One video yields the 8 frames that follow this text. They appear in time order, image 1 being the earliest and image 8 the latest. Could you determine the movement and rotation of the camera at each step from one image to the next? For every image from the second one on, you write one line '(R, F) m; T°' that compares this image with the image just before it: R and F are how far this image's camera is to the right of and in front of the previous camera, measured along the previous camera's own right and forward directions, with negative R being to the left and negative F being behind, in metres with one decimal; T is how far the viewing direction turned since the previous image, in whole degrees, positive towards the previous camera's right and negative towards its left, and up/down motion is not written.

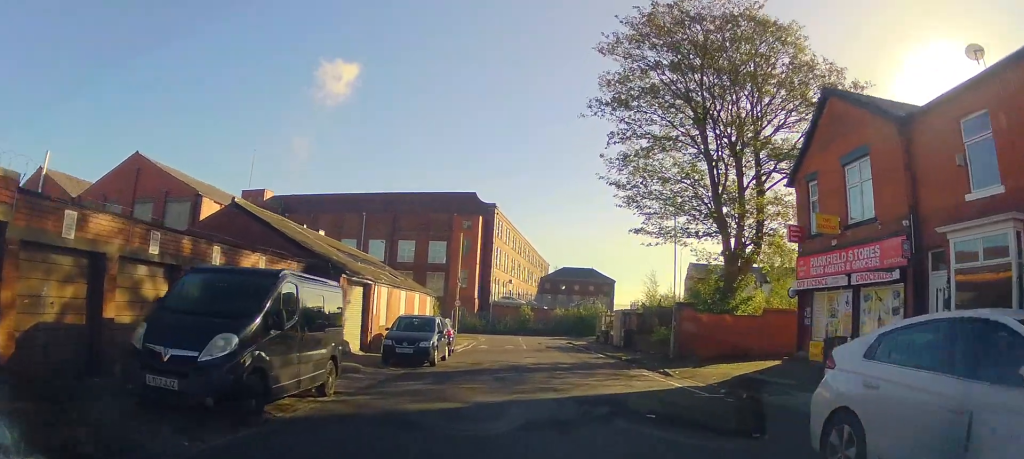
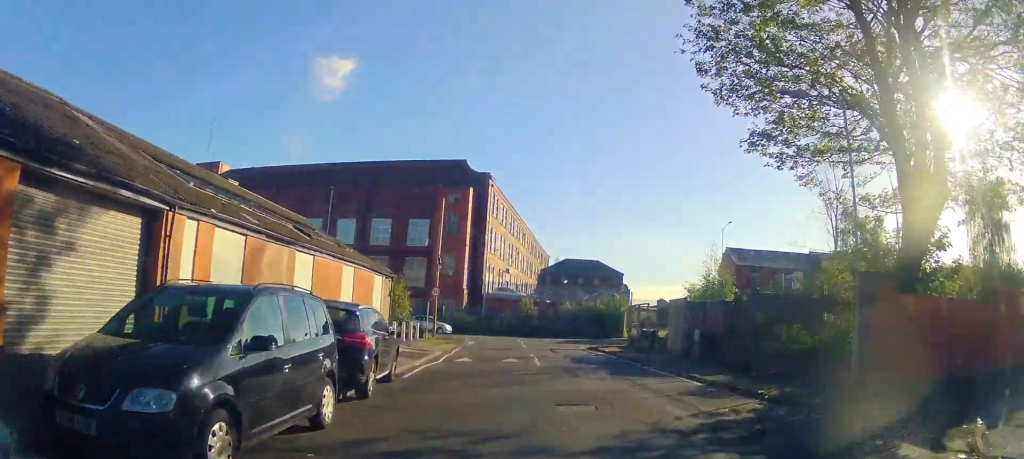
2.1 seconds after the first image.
(+0.6, +14.1) m; -1°
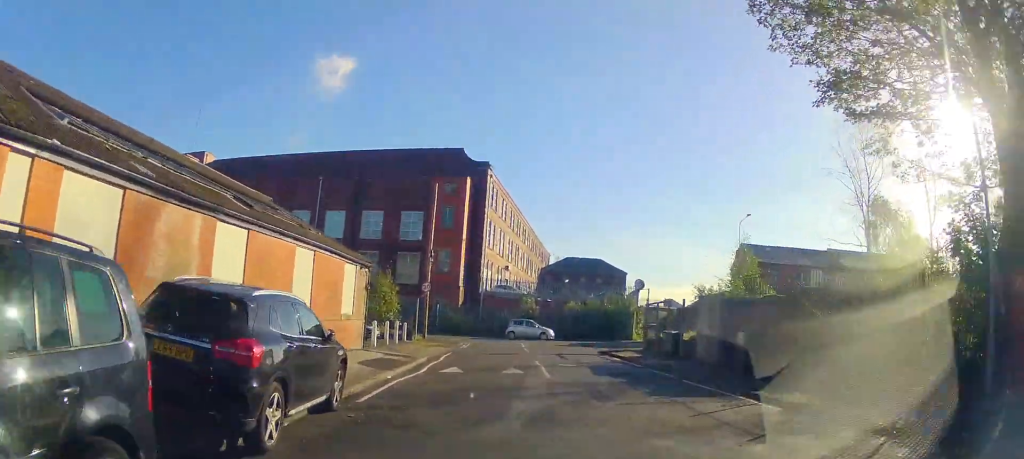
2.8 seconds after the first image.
(-0.4, +4.1) m; 0°
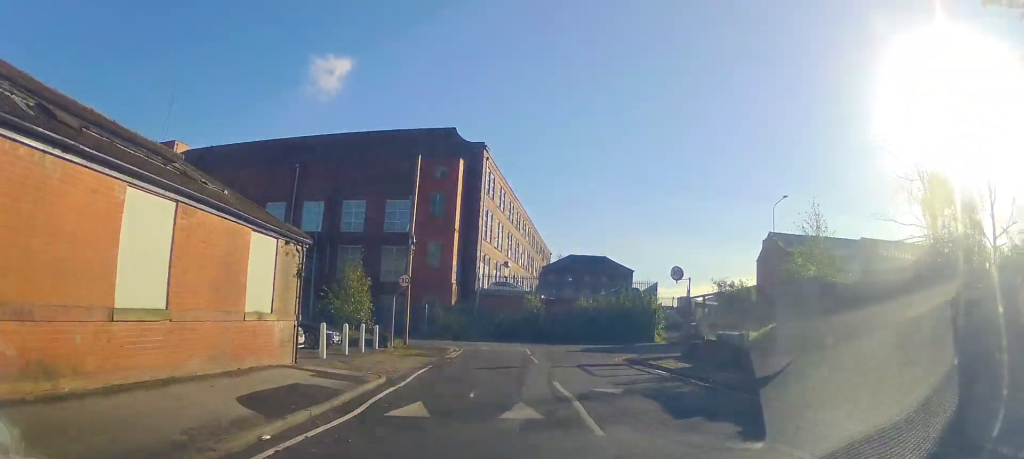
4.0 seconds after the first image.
(+0.6, +6.7) m; +5°
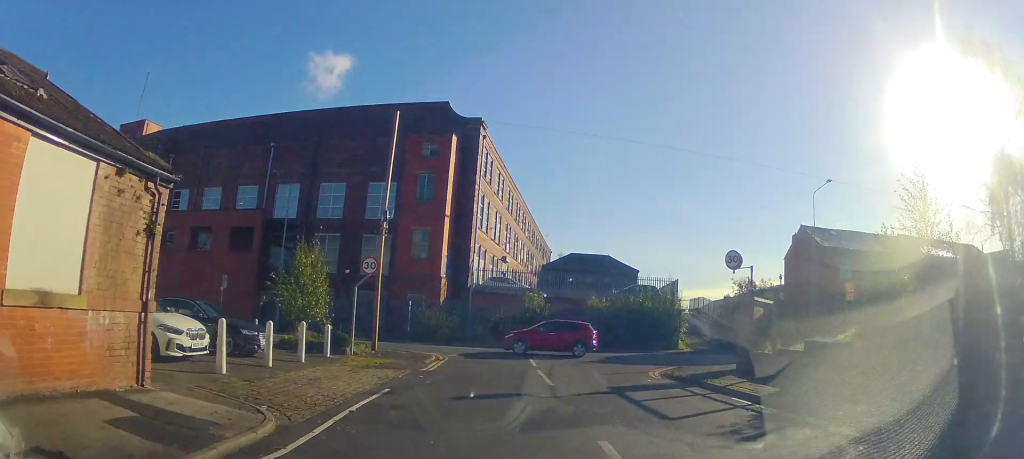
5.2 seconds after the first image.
(0.0, +6.2) m; 0°
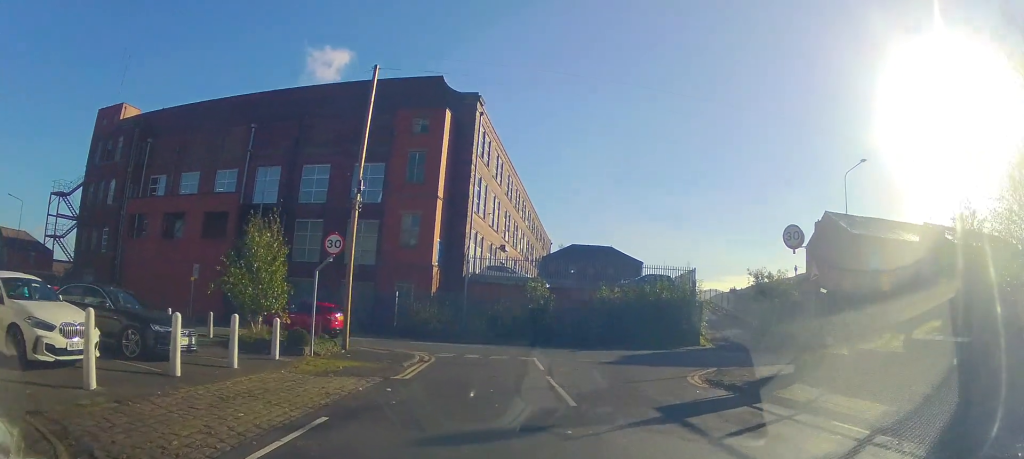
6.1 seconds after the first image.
(0.0, +4.1) m; -2°
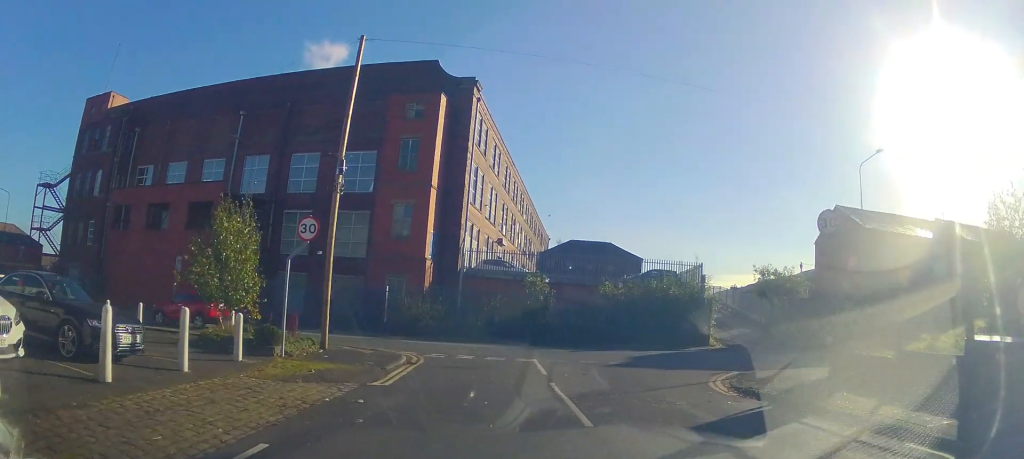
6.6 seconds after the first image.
(+0.1, +1.9) m; -3°
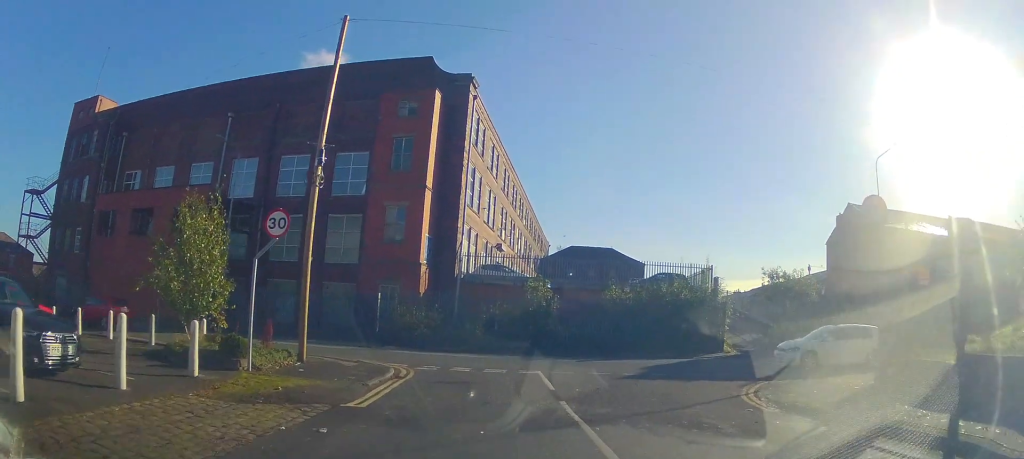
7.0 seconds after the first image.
(0.0, +1.8) m; -2°
